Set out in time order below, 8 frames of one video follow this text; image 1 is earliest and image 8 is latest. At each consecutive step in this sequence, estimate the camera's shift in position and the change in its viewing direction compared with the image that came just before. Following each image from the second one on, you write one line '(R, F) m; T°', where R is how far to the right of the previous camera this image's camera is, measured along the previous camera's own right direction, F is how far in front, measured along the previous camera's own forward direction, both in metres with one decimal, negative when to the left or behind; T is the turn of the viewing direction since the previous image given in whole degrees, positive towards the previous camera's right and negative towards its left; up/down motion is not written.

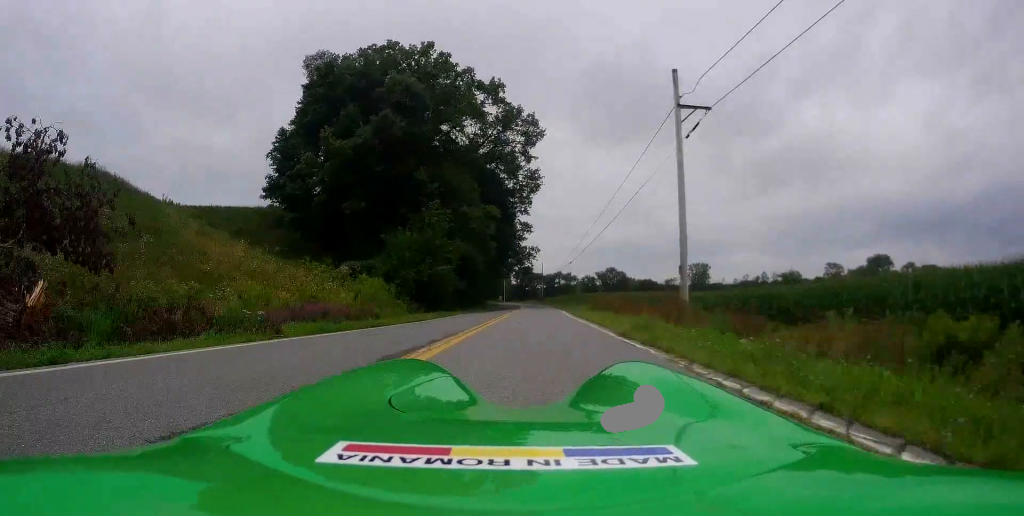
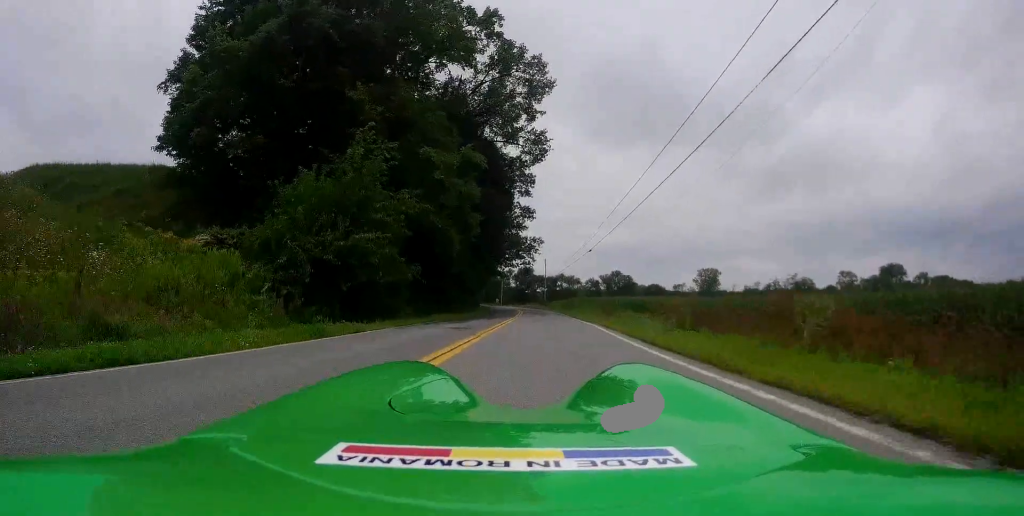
(+0.2, +20.5) m; 0°
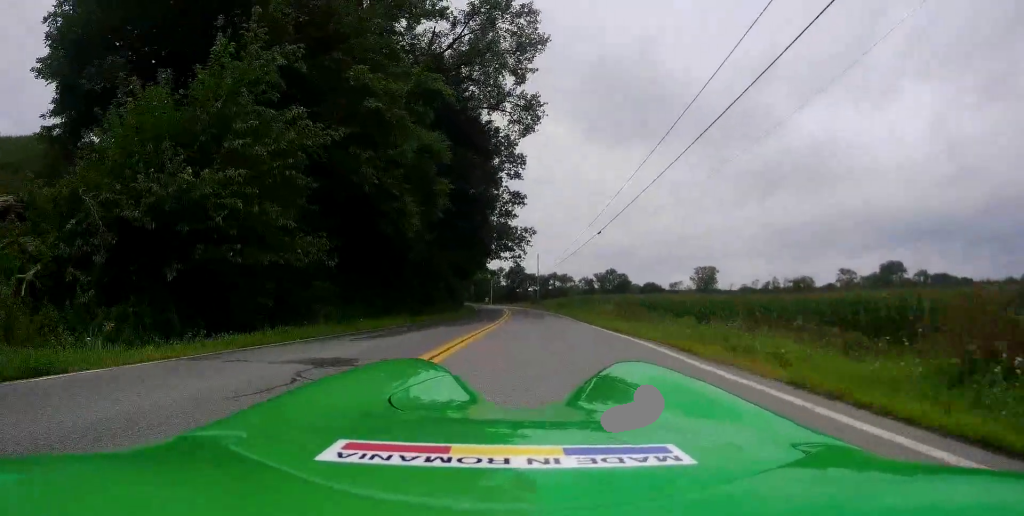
(-0.6, +11.1) m; 0°
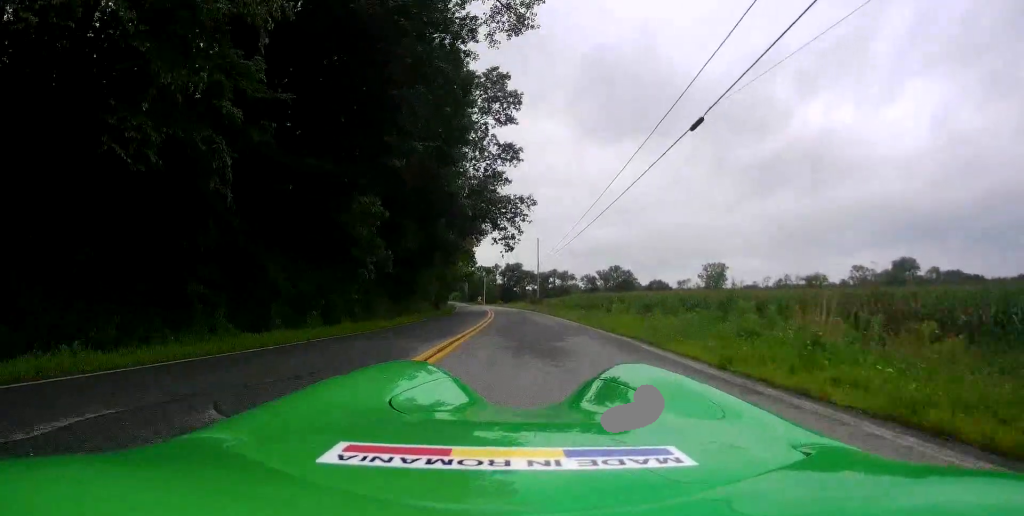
(+0.7, +21.0) m; 0°
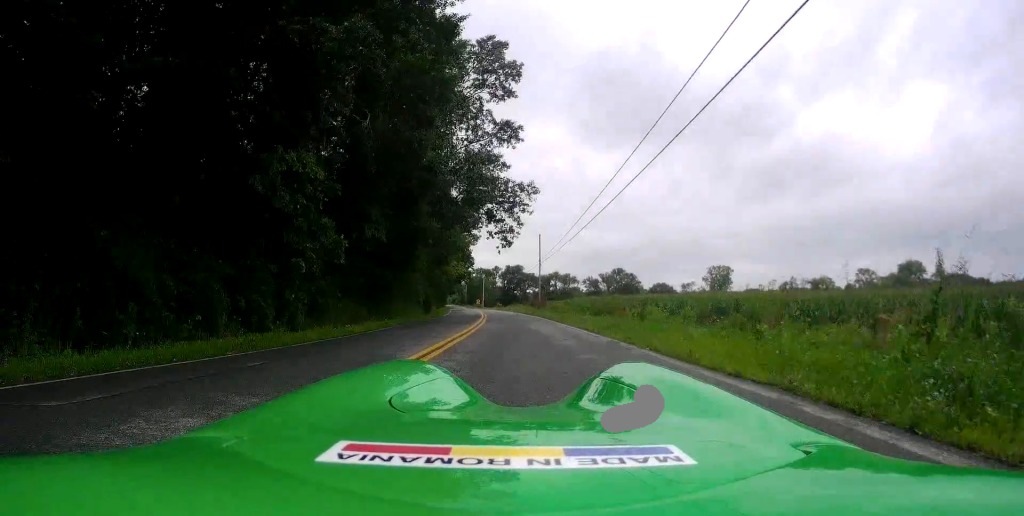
(0.0, +7.2) m; 0°
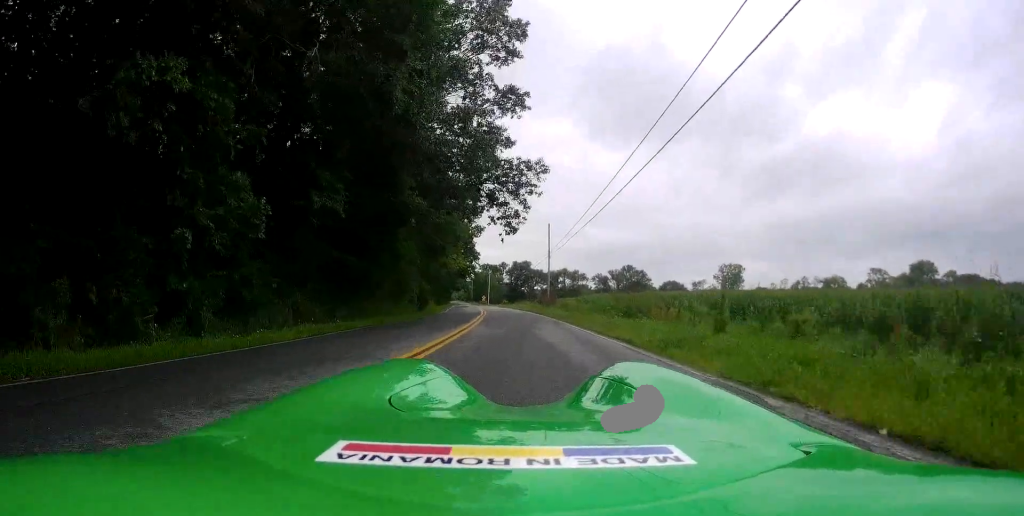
(0.0, +7.2) m; 0°
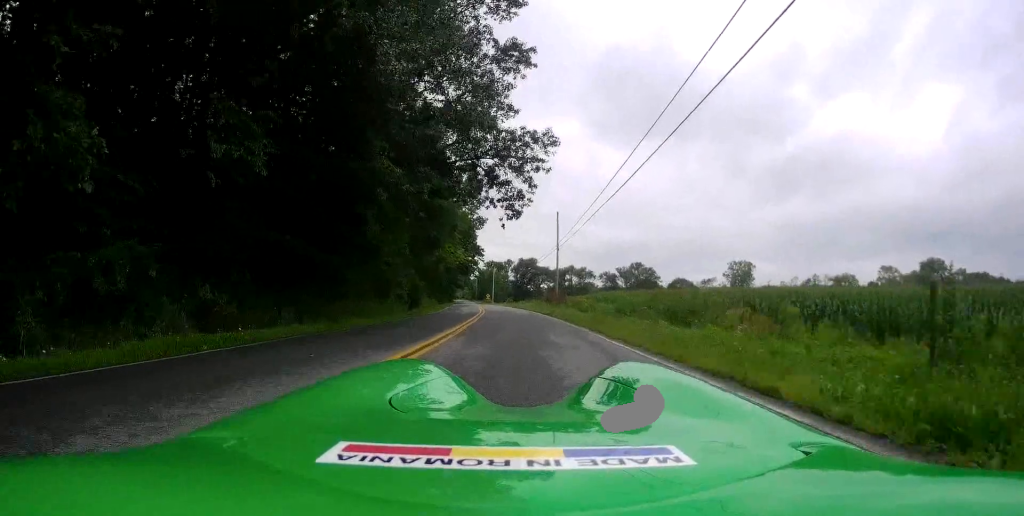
(0.0, +6.2) m; 0°
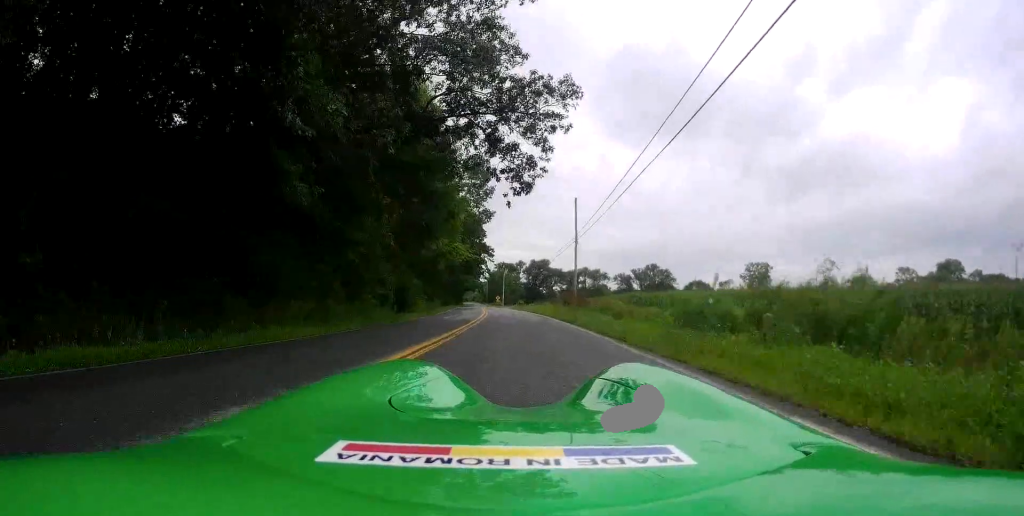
(0.0, +8.6) m; -1°
